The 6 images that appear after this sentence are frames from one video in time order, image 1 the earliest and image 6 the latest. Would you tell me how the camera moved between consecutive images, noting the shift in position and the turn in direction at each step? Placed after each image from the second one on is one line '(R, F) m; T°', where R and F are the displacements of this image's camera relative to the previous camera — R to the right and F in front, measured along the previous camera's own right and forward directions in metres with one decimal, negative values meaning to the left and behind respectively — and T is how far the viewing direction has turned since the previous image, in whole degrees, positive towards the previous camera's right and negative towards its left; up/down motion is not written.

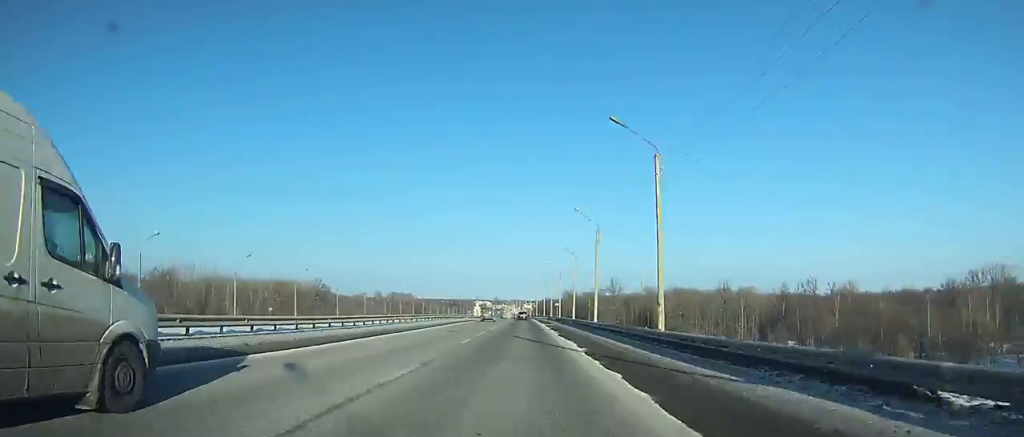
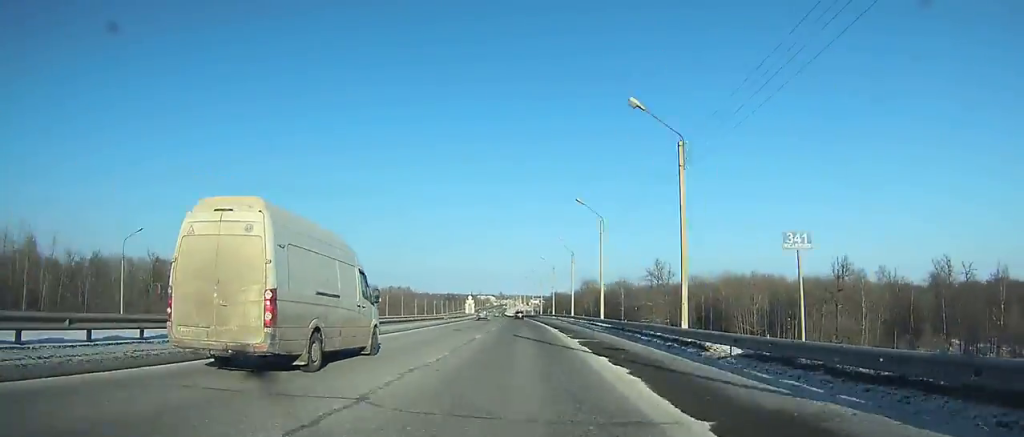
(-0.2, +79.7) m; -1°
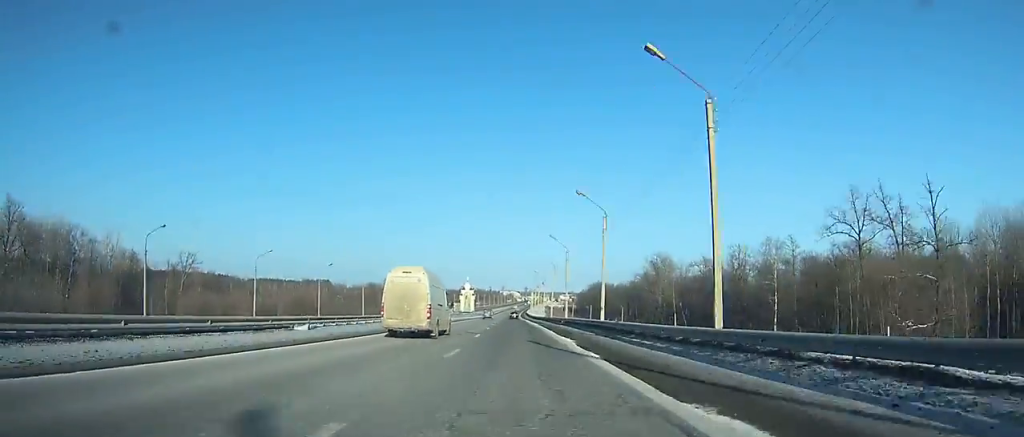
(-2.5, +106.6) m; -3°
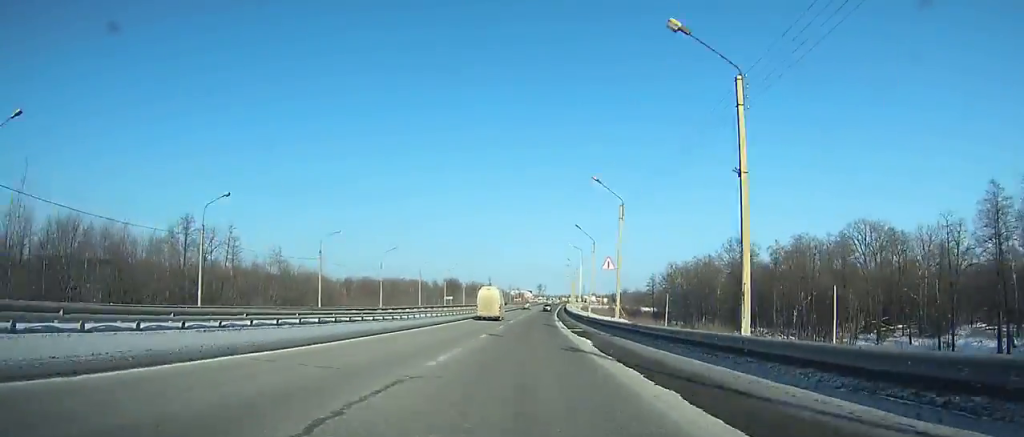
(-2.8, +183.0) m; +1°
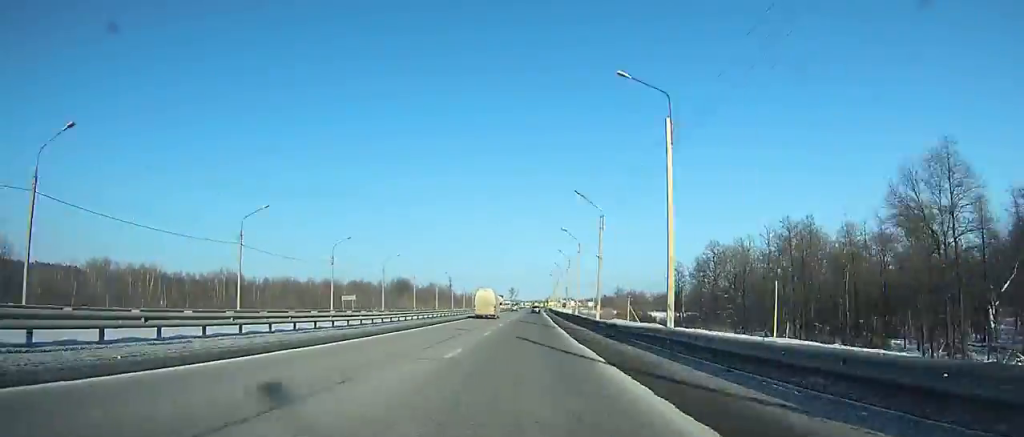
(+1.6, +68.9) m; +2°
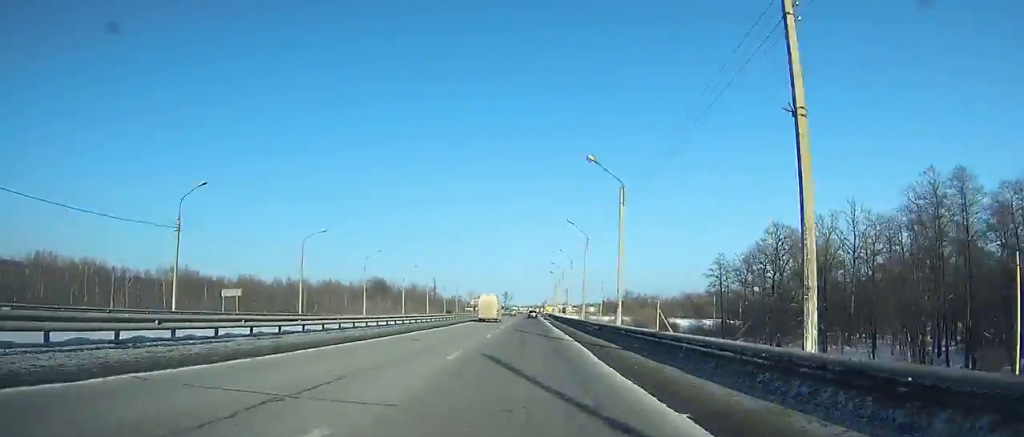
(+0.3, +35.1) m; +1°
